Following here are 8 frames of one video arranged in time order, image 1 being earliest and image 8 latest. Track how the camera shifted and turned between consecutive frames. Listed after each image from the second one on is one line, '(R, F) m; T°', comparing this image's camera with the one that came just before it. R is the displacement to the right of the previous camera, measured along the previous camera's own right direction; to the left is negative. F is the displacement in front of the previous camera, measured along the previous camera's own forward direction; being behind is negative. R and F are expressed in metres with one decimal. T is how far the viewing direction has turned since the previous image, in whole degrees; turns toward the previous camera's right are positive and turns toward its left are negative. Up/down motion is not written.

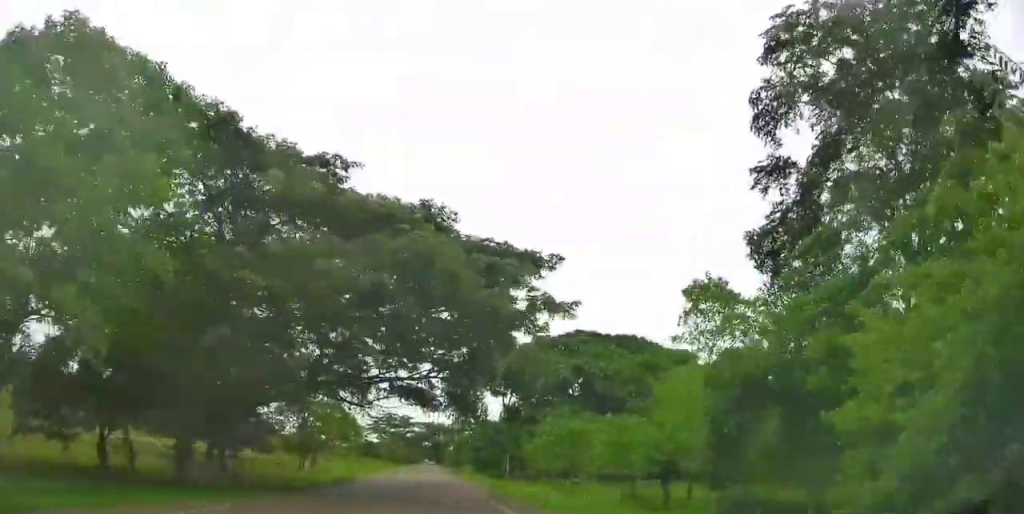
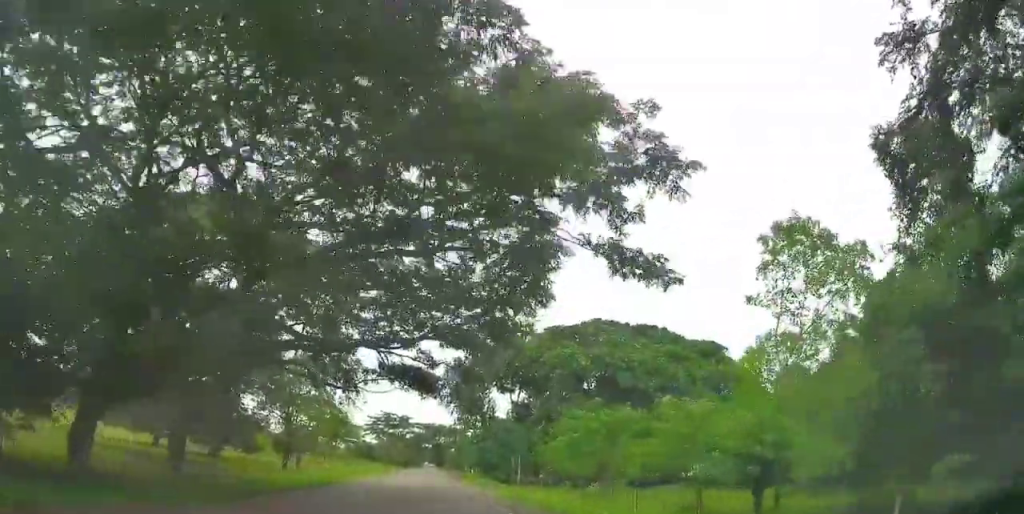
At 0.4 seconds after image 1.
(+0.4, +8.7) m; +1°
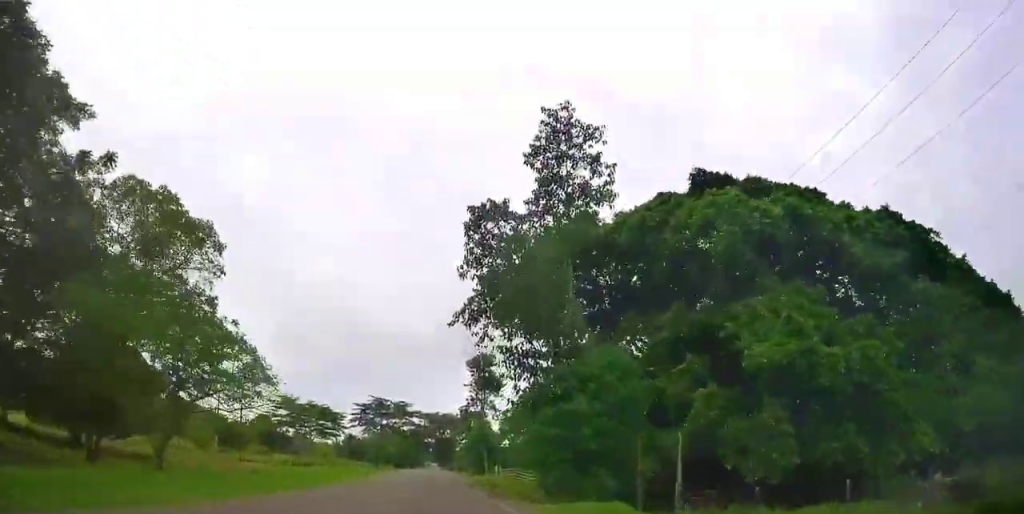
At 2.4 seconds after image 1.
(-2.2, +39.2) m; -8°
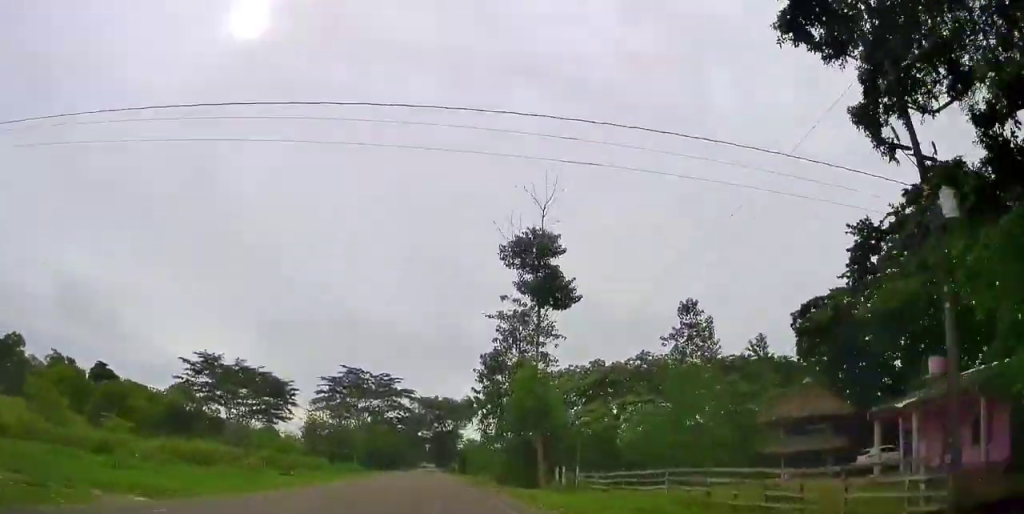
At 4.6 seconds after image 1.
(0.0, +45.3) m; 0°
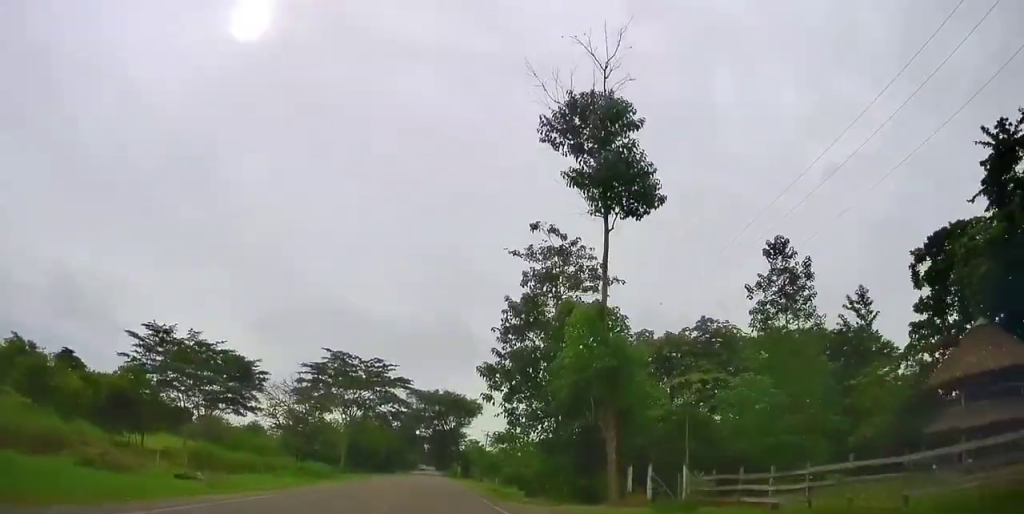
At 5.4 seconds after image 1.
(-0.2, +16.3) m; 0°
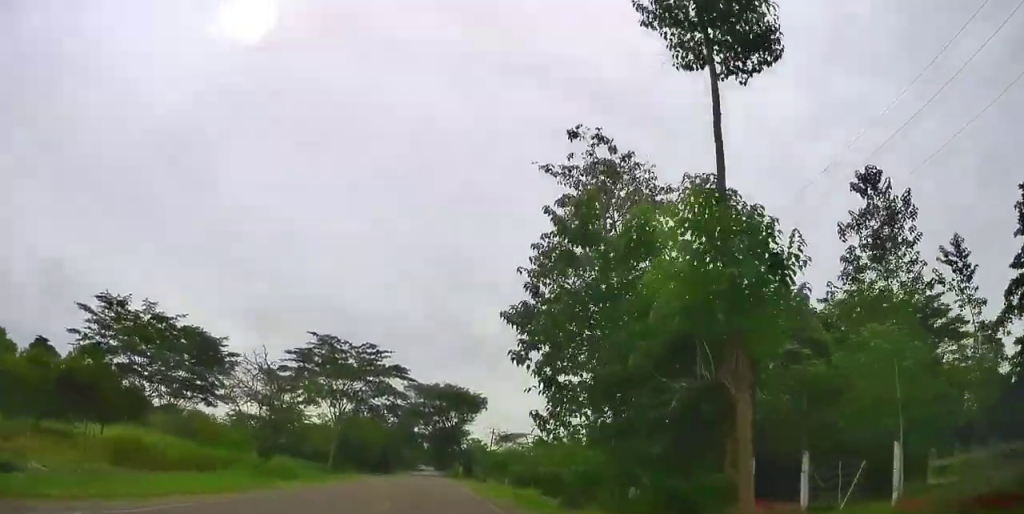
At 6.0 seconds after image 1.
(+0.2, +11.3) m; 0°
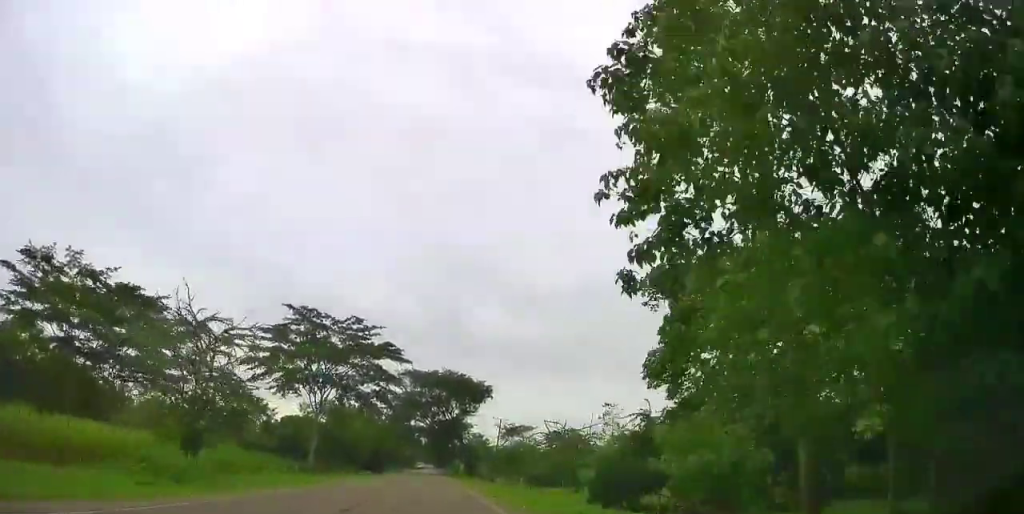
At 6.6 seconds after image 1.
(0.0, +12.9) m; 0°
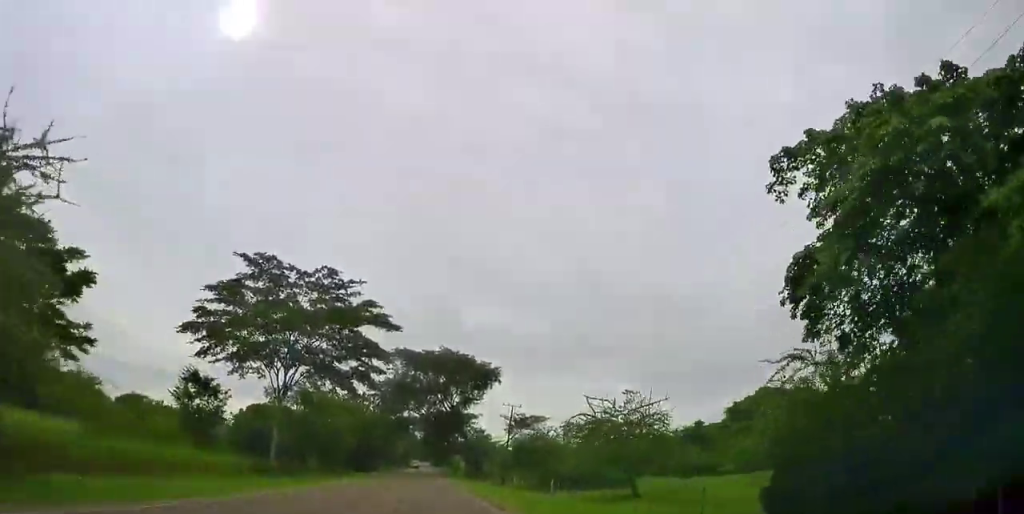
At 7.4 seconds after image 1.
(0.0, +16.9) m; 0°
